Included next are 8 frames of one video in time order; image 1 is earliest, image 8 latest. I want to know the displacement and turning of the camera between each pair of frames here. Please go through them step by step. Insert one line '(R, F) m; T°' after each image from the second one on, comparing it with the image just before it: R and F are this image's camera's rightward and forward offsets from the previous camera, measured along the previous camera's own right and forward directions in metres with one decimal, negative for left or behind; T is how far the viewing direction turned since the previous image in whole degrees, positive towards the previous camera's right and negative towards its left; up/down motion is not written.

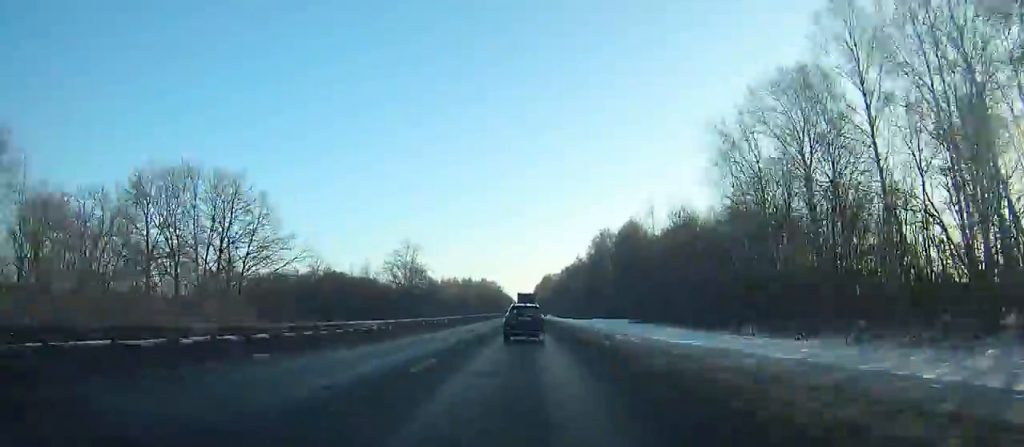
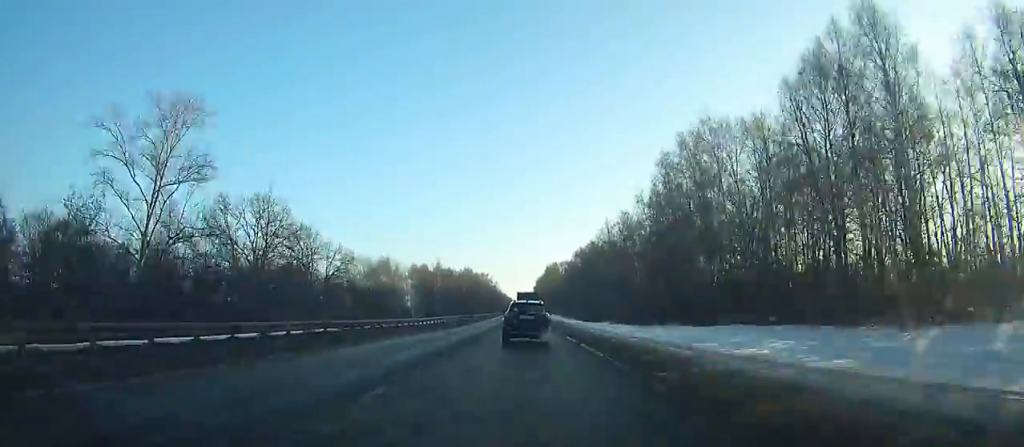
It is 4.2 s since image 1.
(-0.2, +87.9) m; 0°
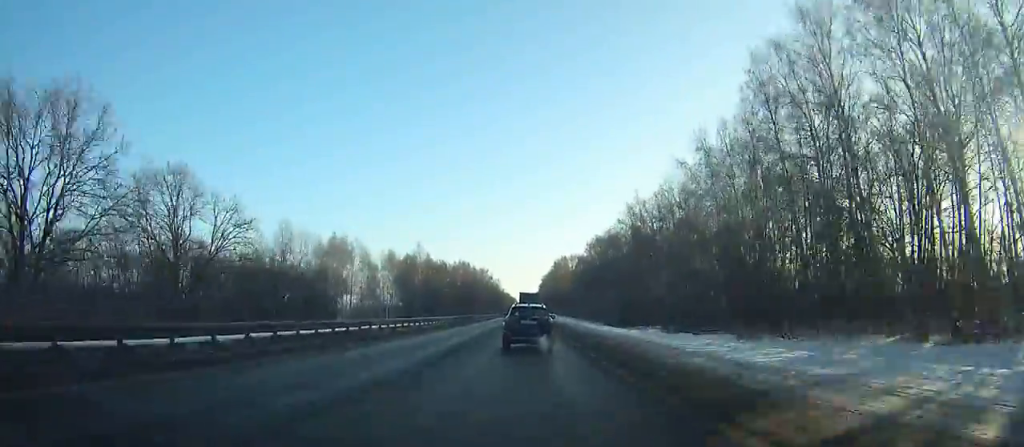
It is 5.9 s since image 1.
(0.0, +35.3) m; 0°
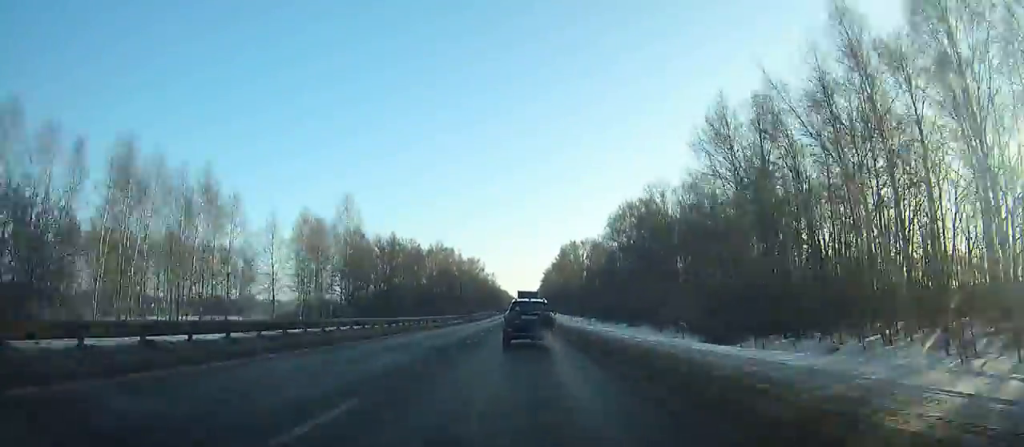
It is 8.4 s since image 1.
(-0.2, +51.4) m; 0°
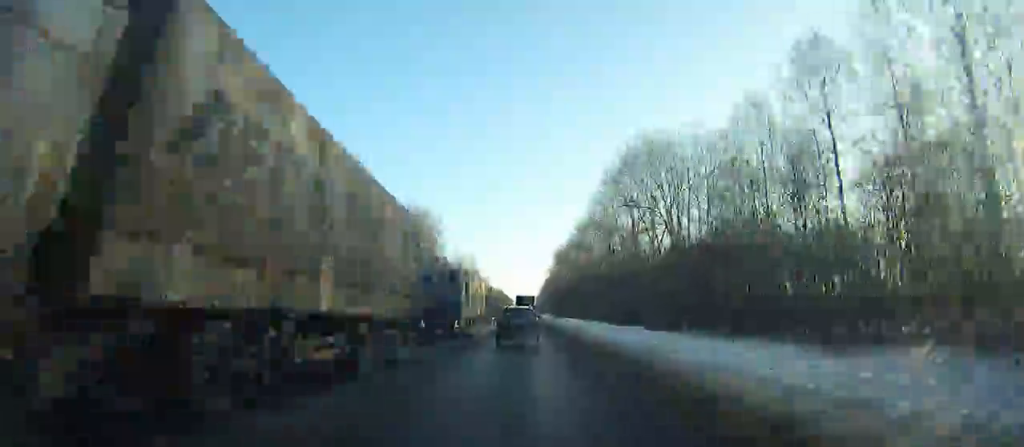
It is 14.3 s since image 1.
(-0.2, +120.5) m; 0°
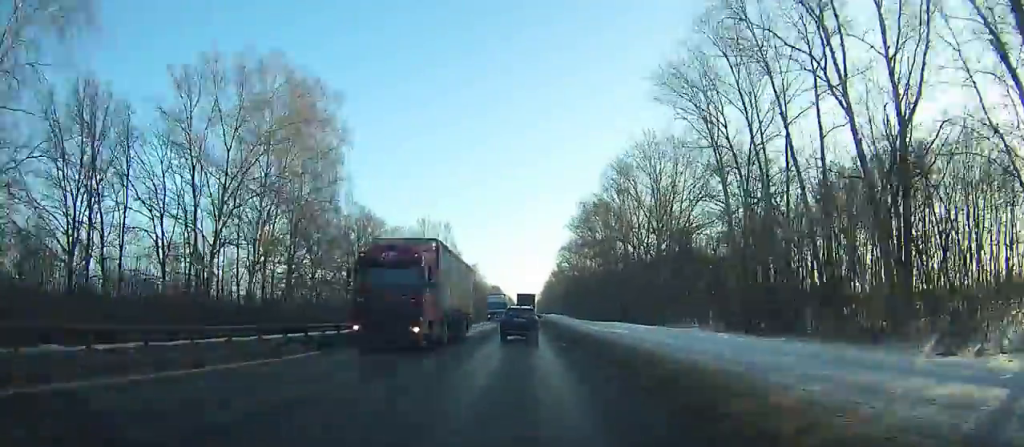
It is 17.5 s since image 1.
(0.0, +65.6) m; 0°
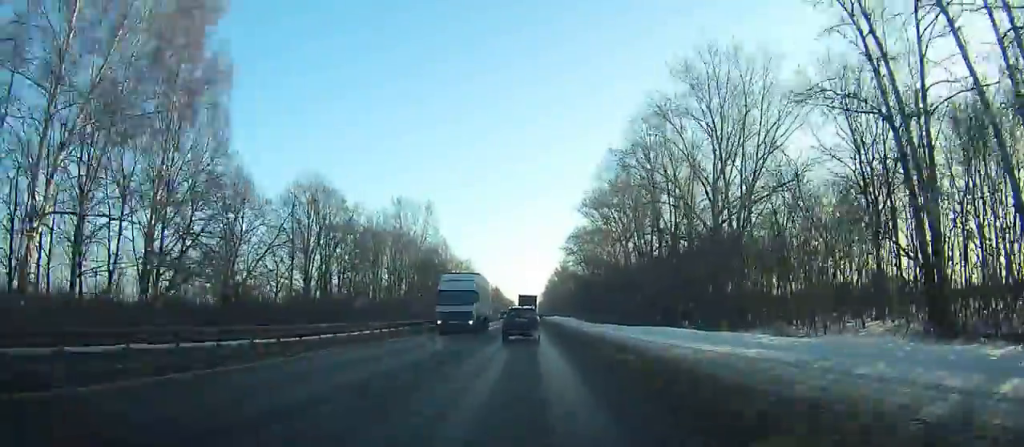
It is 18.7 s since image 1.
(0.0, +24.7) m; 0°
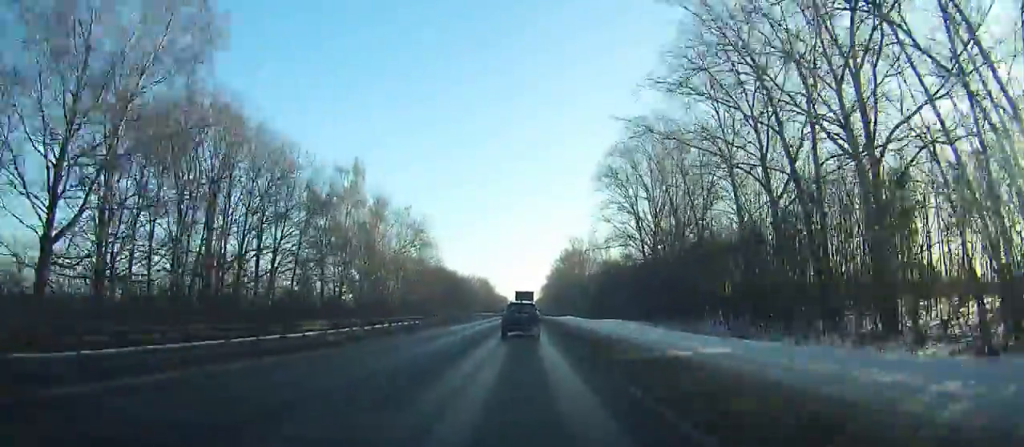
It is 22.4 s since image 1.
(+0.3, +76.0) m; +1°
